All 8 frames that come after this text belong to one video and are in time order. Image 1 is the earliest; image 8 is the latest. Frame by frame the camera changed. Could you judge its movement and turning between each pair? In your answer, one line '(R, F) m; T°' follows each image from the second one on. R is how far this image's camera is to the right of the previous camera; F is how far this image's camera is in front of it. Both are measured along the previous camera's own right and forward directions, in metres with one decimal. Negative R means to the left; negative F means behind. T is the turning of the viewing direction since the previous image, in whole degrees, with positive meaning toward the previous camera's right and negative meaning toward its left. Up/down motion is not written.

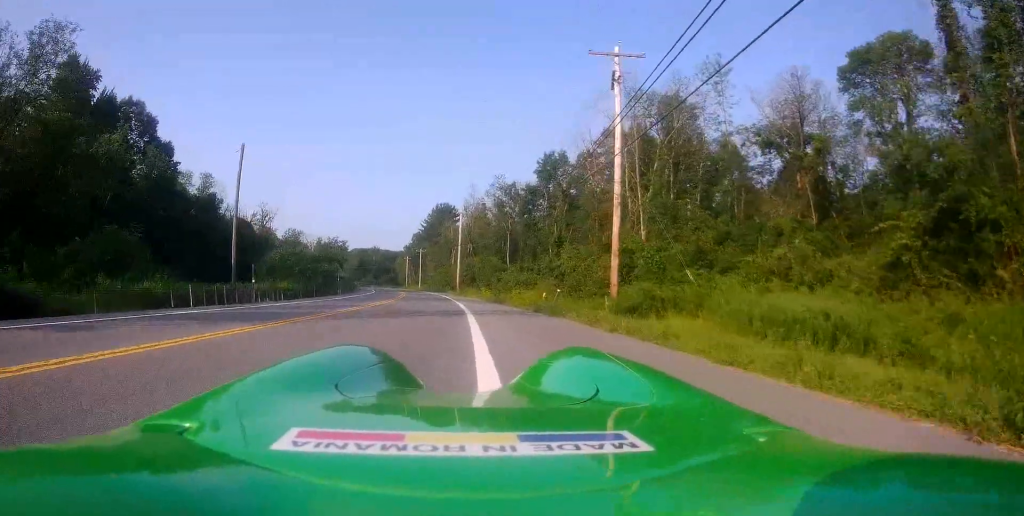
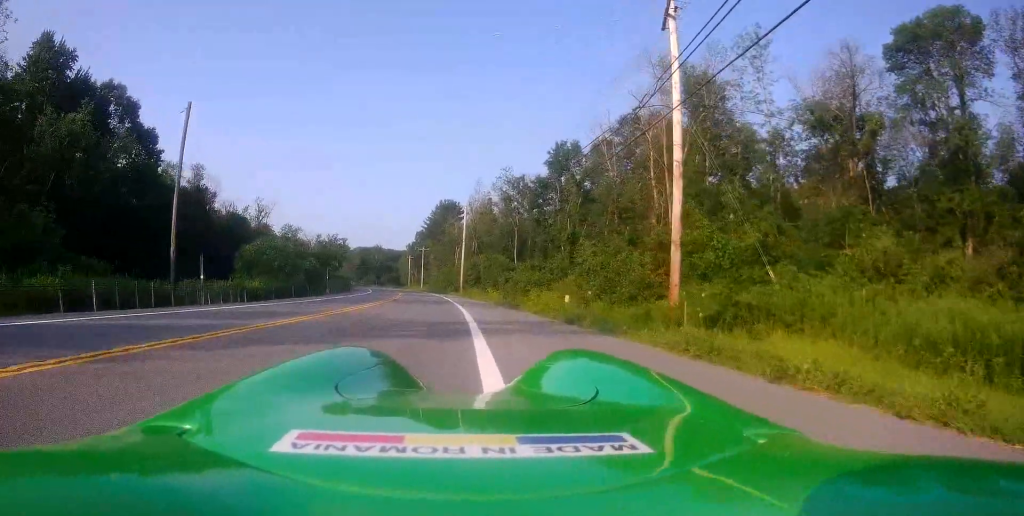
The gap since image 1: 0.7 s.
(-0.4, +6.3) m; -1°
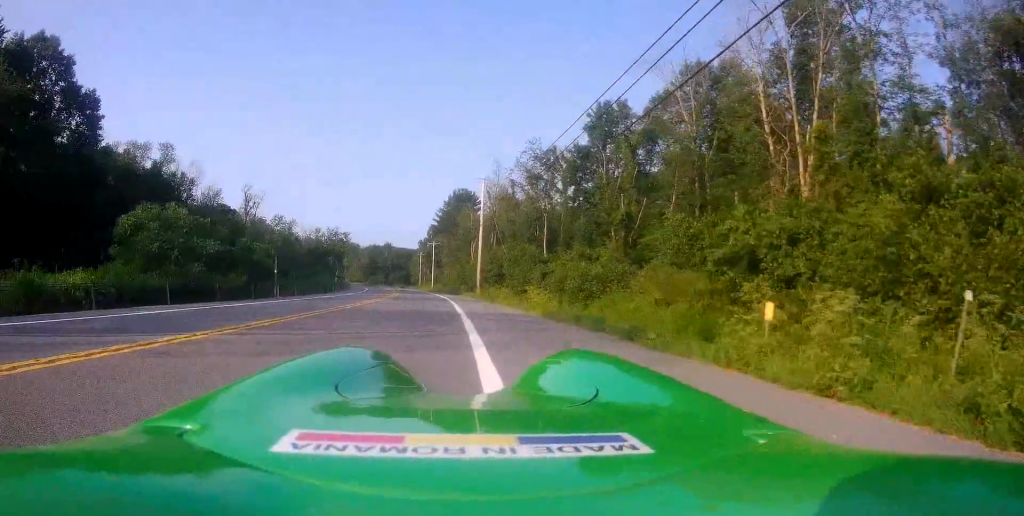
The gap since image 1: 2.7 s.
(+0.8, +17.9) m; +1°
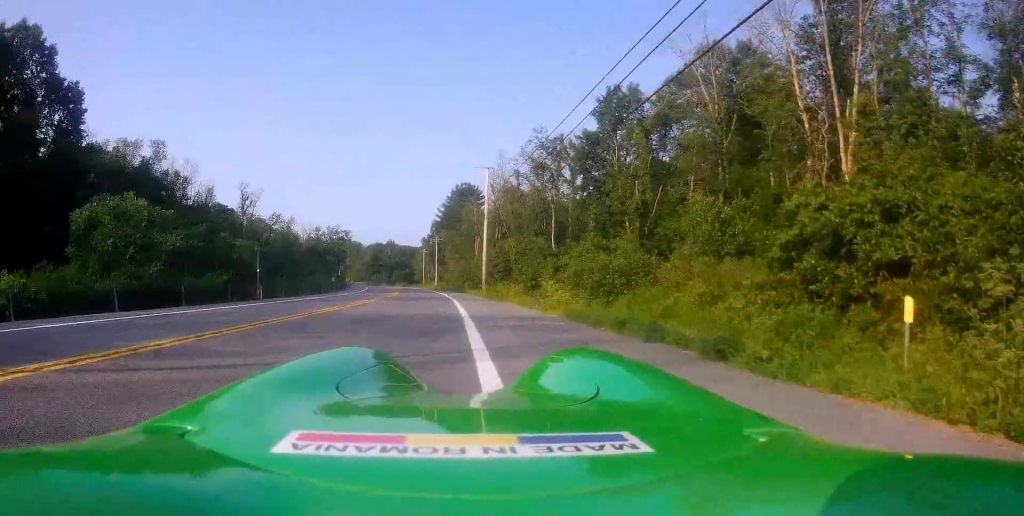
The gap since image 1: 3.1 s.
(-0.1, +3.9) m; 0°
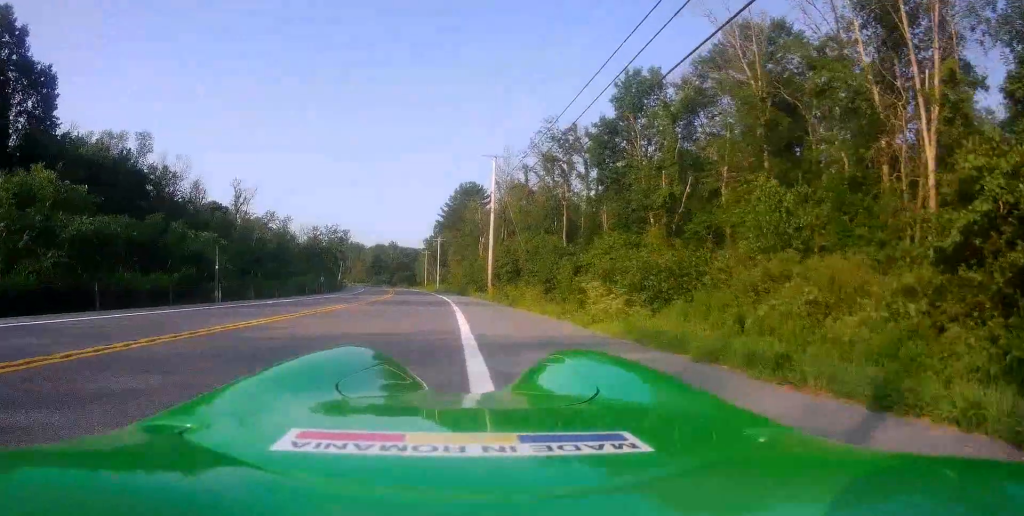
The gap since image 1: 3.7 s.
(0.0, +5.8) m; -1°
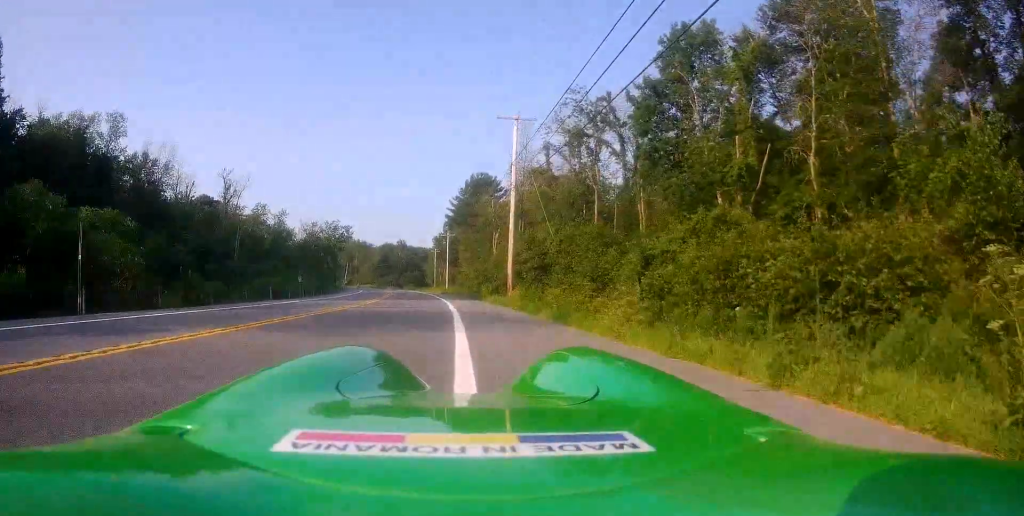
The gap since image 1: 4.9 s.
(-0.3, +10.9) m; -3°
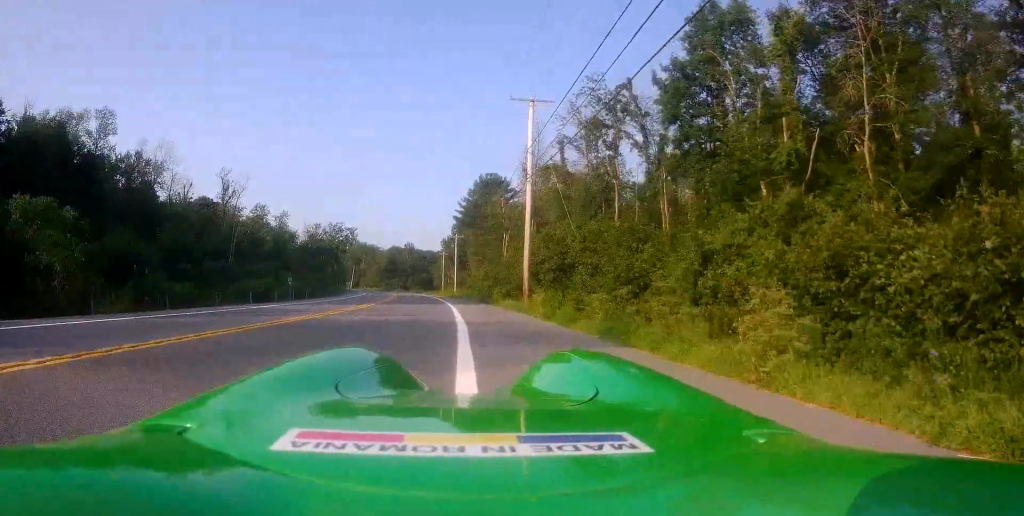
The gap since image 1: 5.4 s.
(-0.3, +4.7) m; 0°
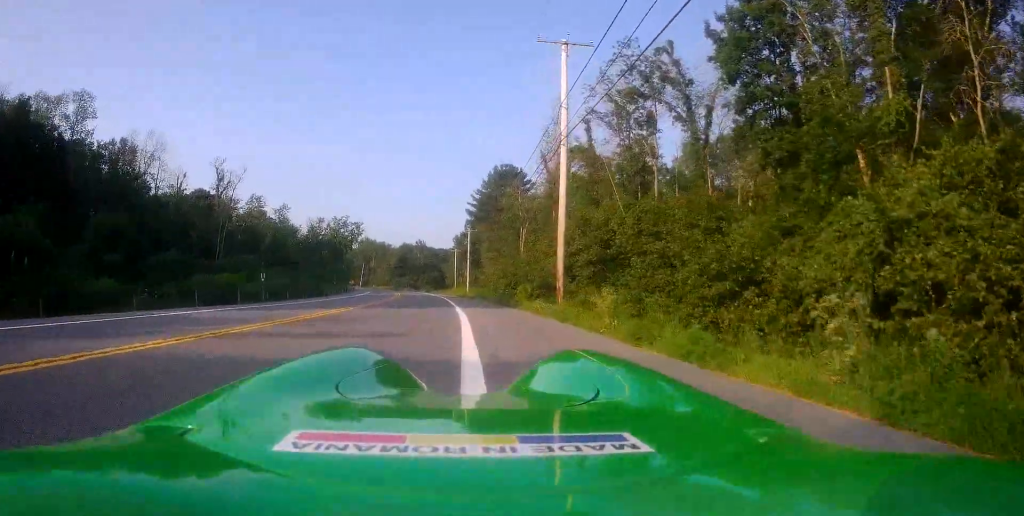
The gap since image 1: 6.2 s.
(+0.3, +7.8) m; +2°
